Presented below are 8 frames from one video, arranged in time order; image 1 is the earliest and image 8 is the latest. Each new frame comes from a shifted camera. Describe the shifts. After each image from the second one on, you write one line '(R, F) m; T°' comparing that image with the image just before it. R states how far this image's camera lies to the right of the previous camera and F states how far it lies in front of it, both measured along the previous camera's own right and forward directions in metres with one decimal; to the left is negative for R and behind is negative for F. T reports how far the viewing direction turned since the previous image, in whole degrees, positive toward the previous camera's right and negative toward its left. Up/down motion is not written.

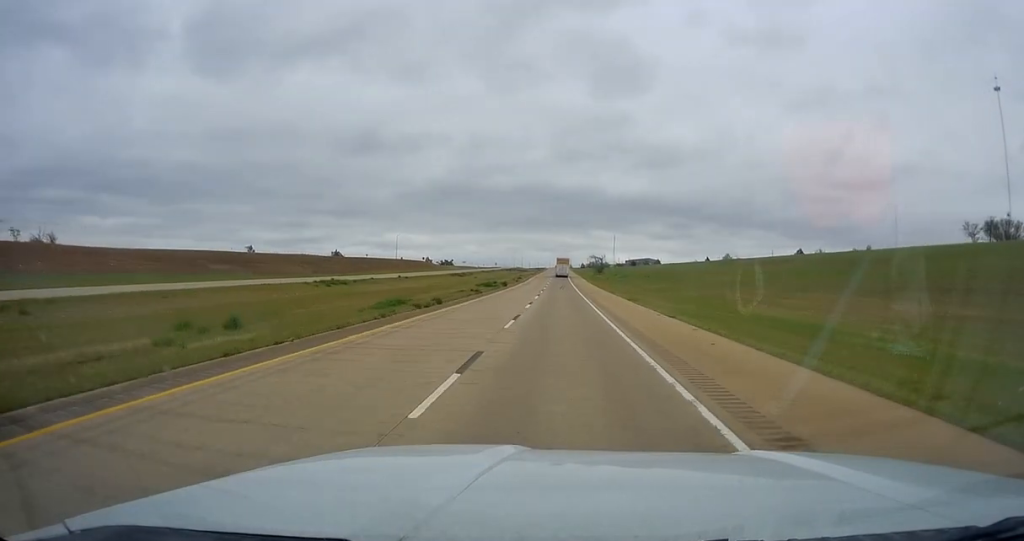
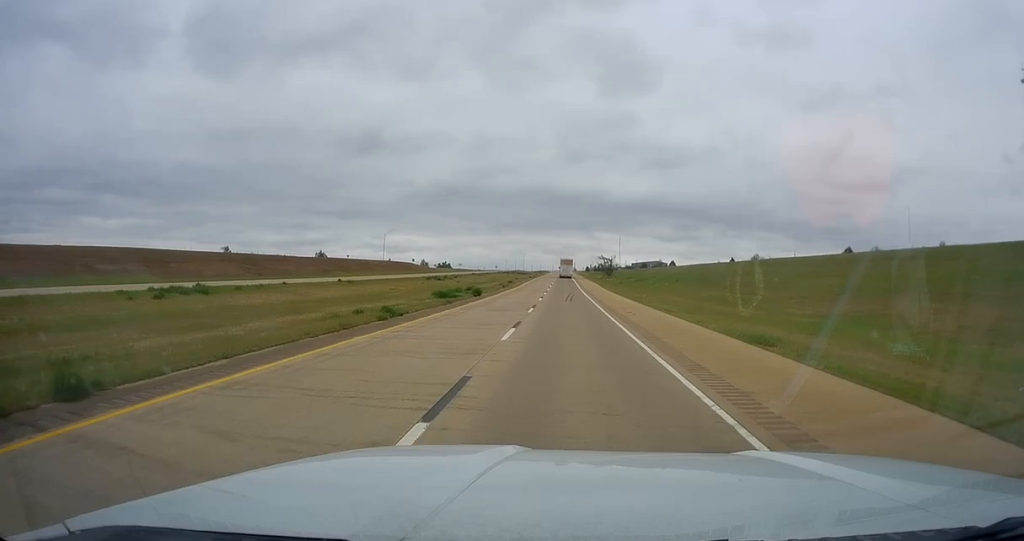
(-0.1, +27.8) m; 0°
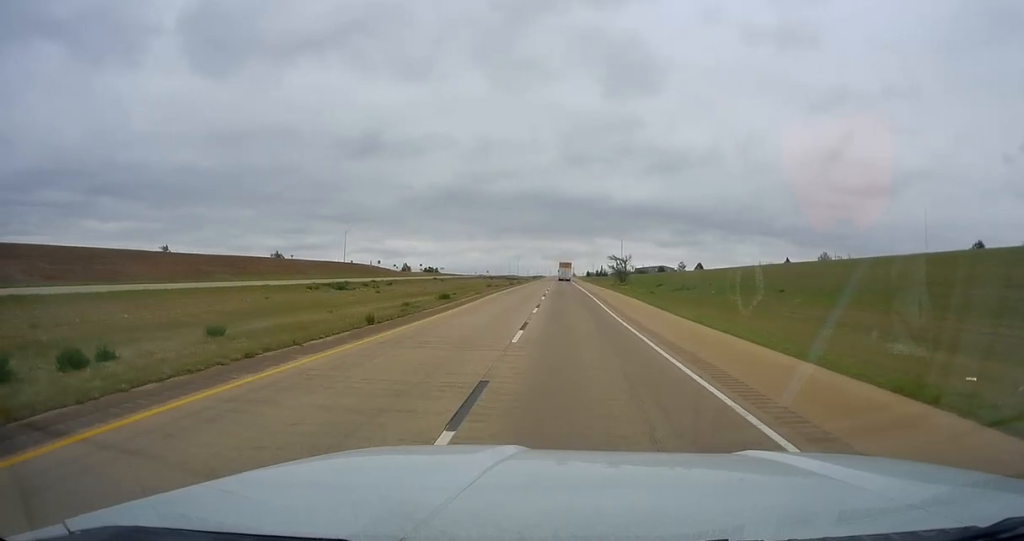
(0.0, +49.4) m; -1°
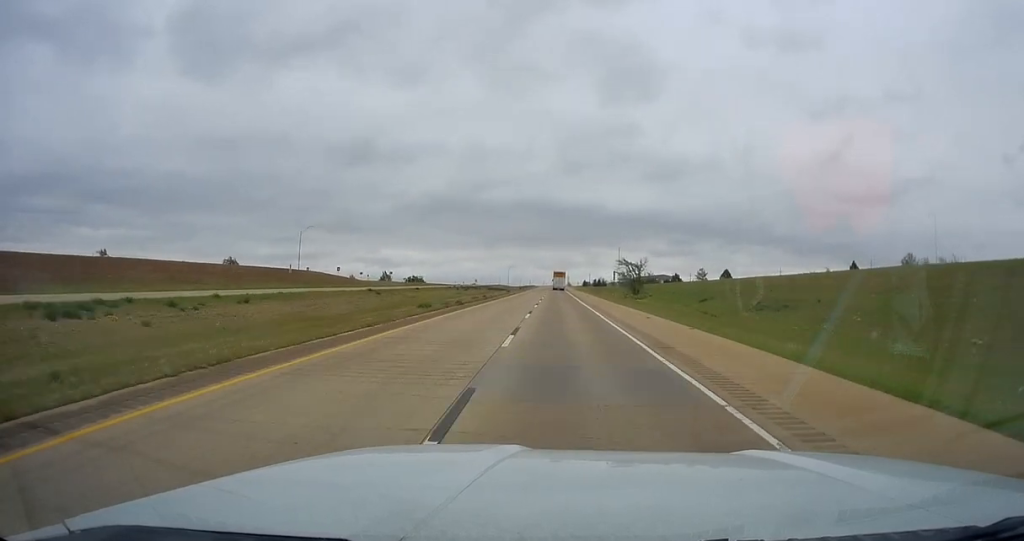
(-0.4, +37.3) m; 0°
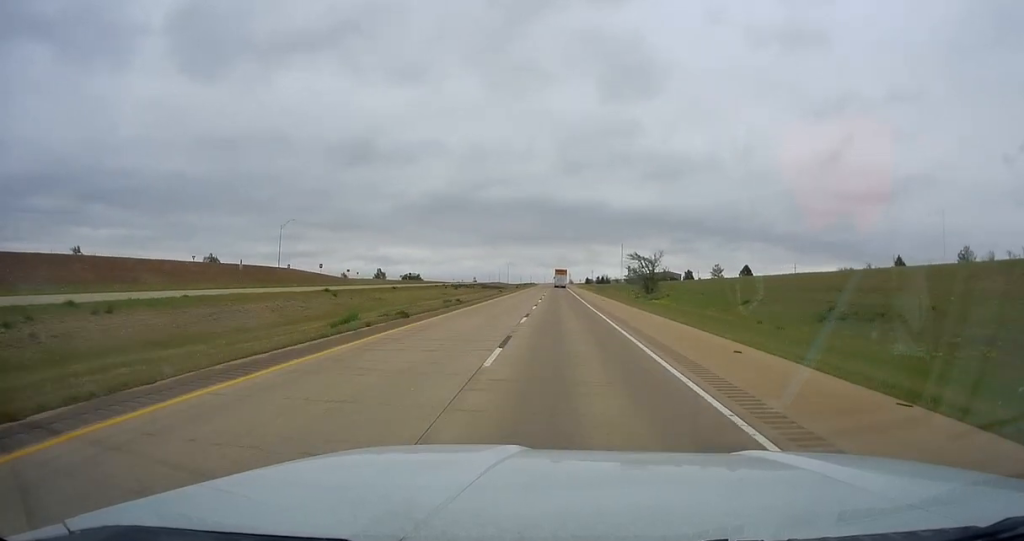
(+0.1, +15.8) m; 0°
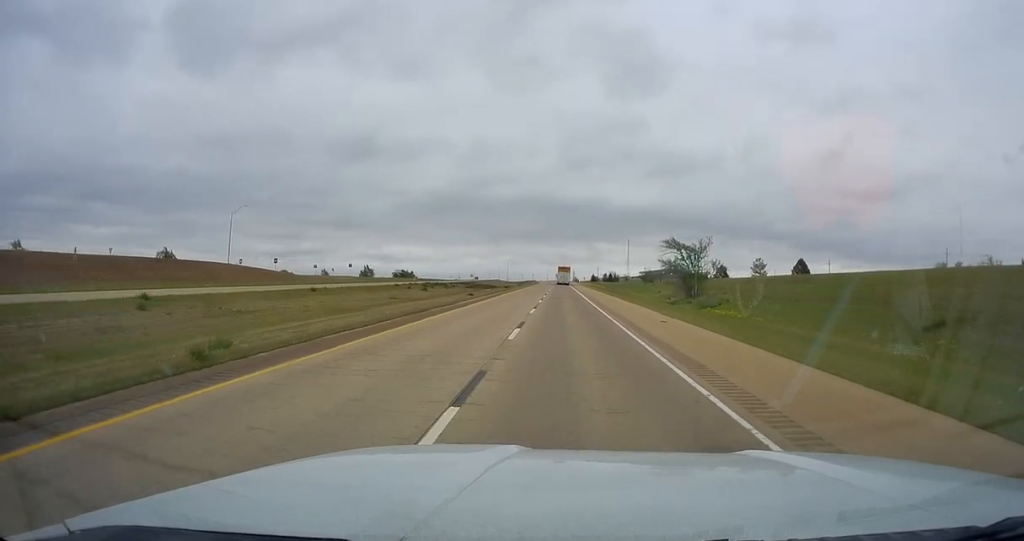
(+0.4, +31.5) m; 0°
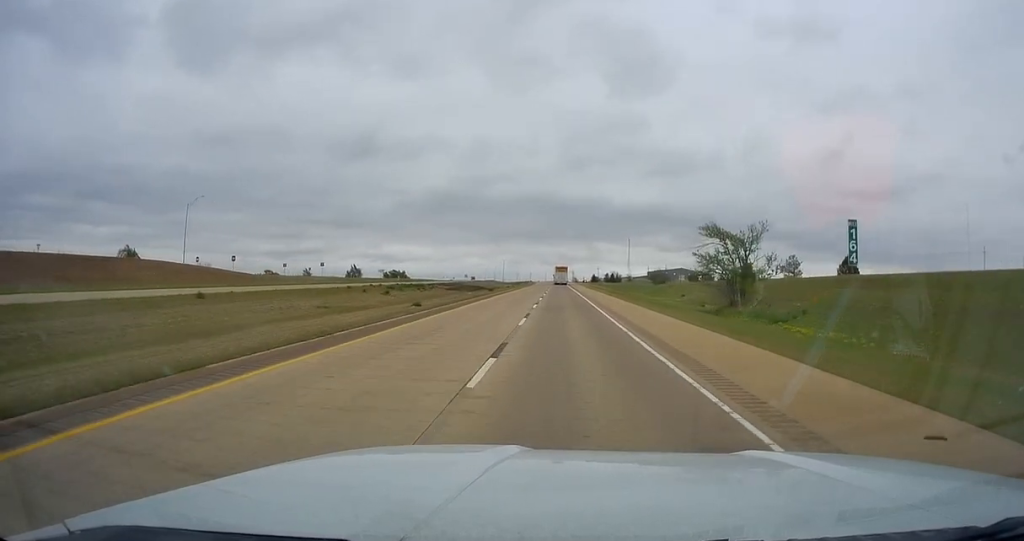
(+0.3, +19.9) m; -1°
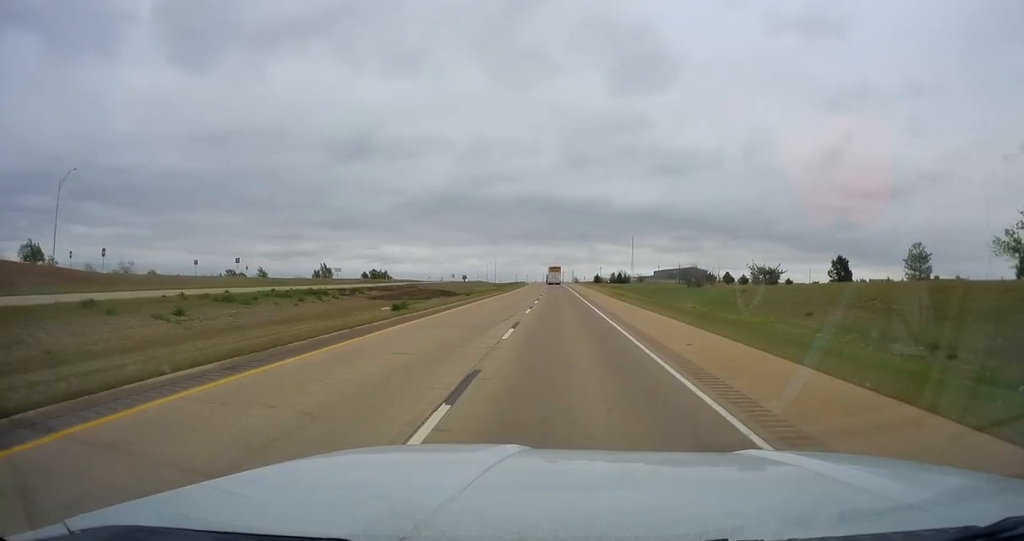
(-0.6, +41.7) m; 0°
